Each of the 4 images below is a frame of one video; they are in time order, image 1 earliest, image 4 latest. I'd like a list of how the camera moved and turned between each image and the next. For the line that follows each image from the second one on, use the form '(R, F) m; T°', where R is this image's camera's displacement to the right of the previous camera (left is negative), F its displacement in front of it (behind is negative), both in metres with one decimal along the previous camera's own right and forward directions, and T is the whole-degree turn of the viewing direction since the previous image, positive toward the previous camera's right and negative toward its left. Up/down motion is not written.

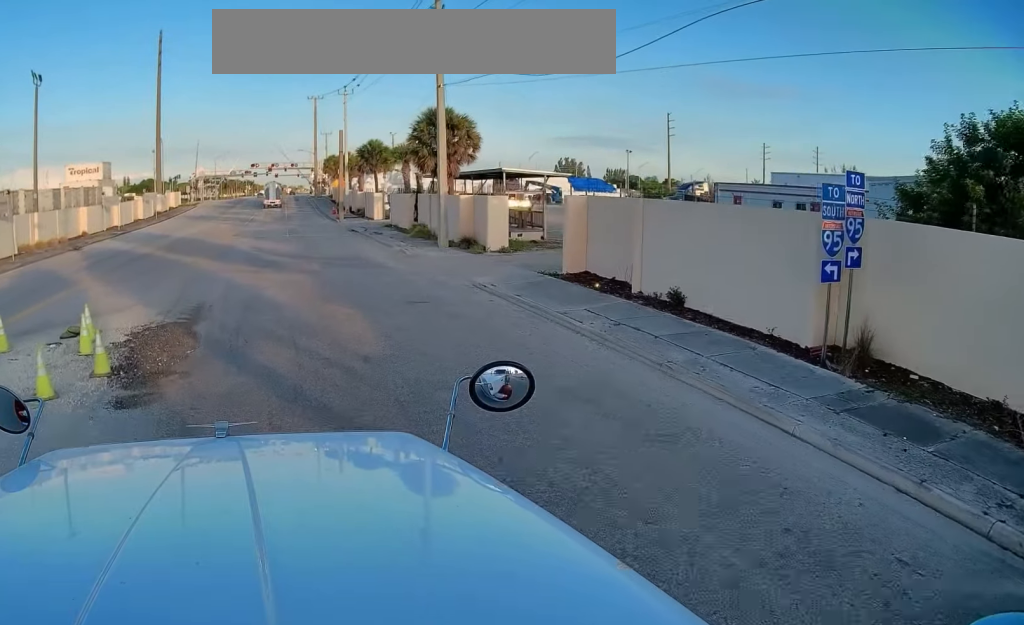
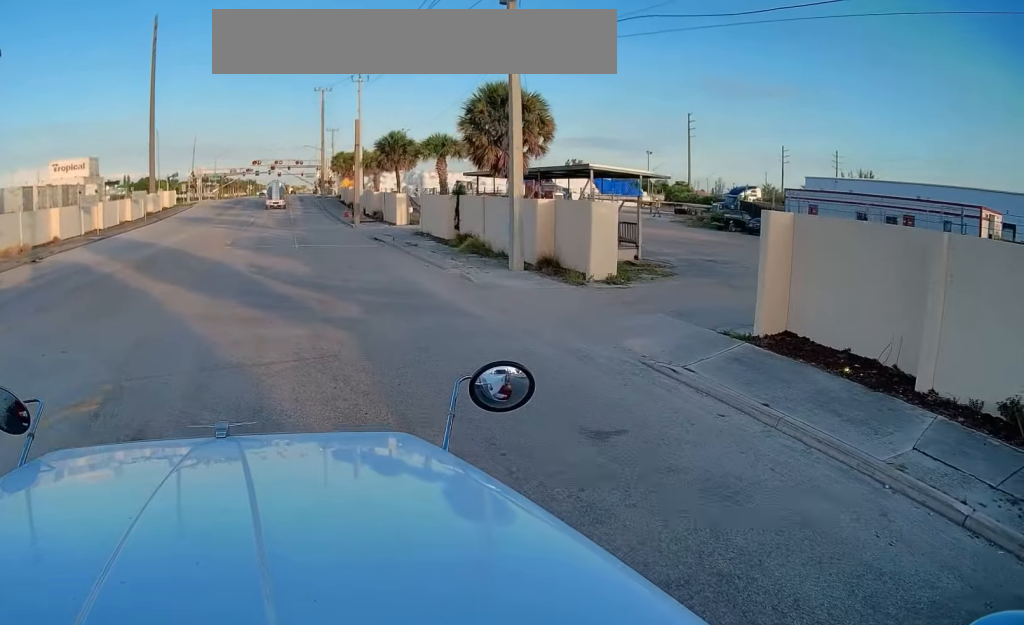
(0.0, +9.0) m; -1°
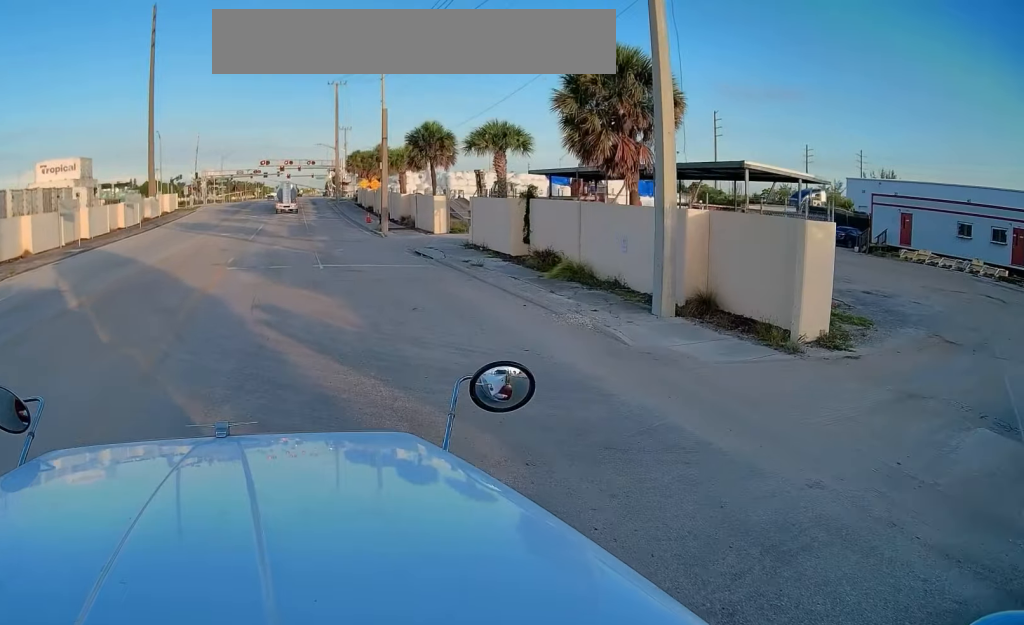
(+0.1, +8.1) m; +2°
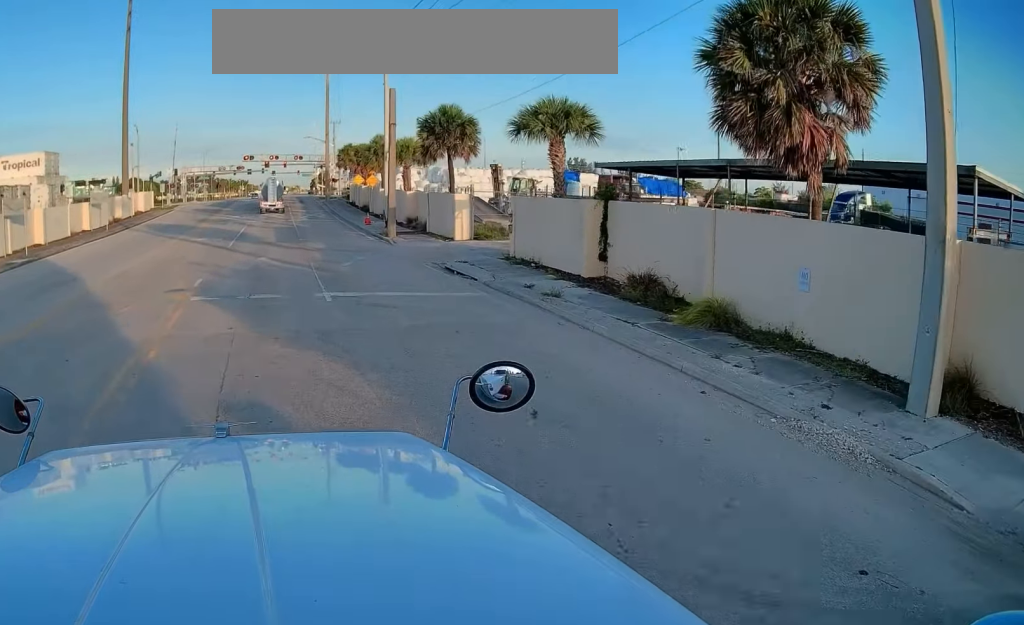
(-0.2, +8.0) m; -2°
